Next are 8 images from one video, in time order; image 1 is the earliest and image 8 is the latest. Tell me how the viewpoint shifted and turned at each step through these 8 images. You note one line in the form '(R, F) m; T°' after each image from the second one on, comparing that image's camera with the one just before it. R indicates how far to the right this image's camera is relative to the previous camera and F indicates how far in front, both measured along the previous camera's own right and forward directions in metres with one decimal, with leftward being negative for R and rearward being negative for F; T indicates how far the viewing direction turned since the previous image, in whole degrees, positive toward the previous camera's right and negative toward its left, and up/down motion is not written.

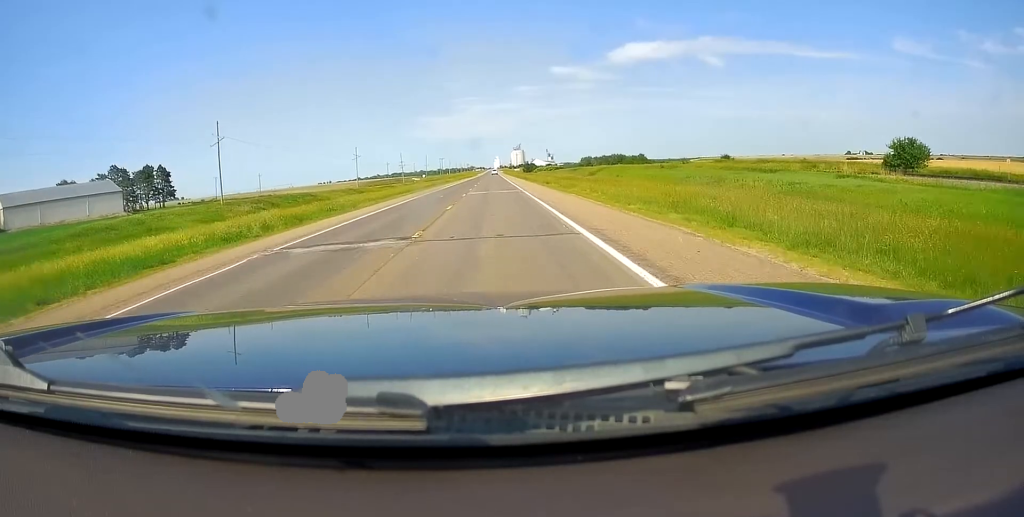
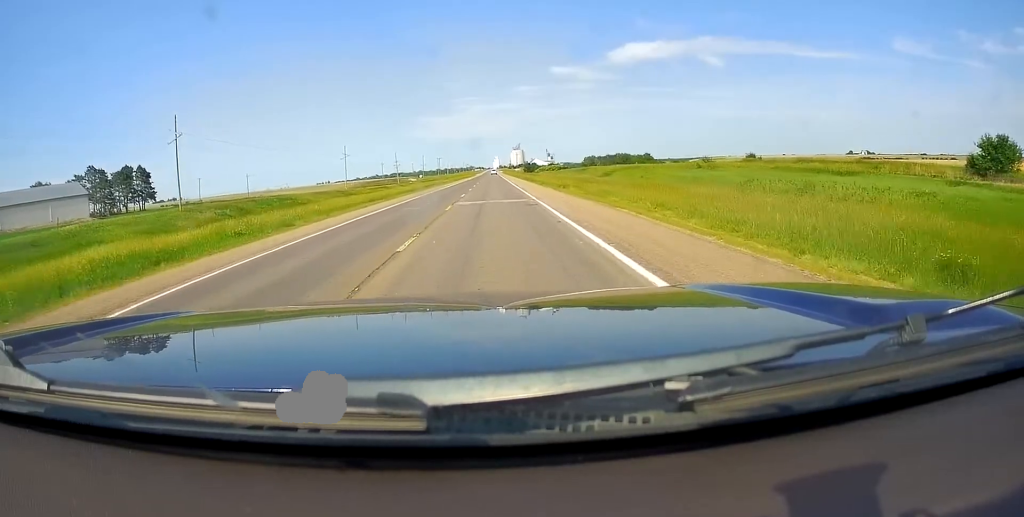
(+0.1, +12.7) m; 0°
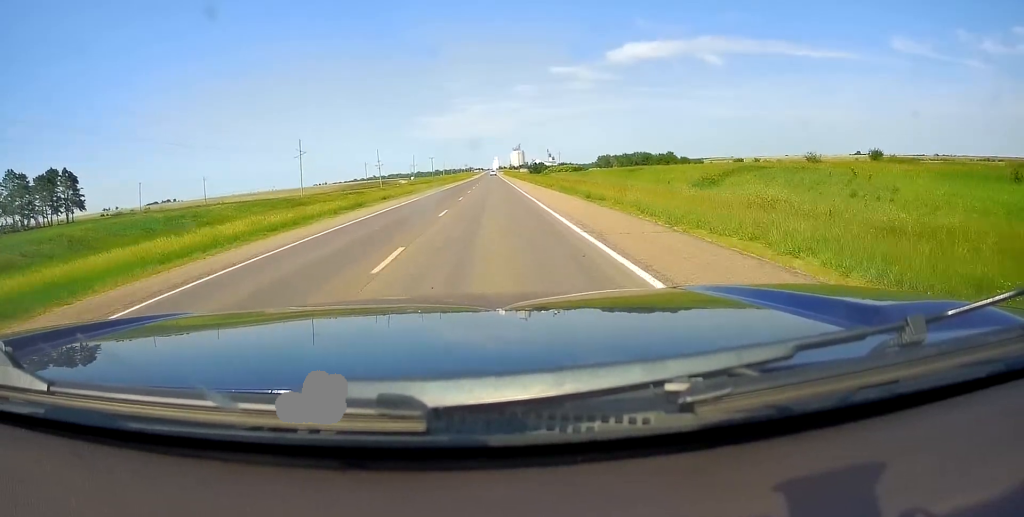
(+0.1, +38.7) m; 0°
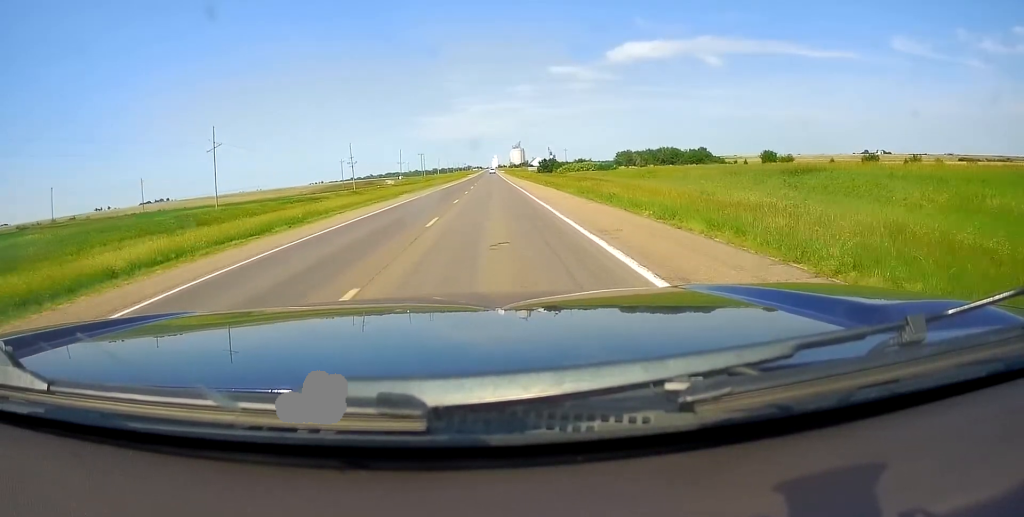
(-0.3, +40.7) m; 0°
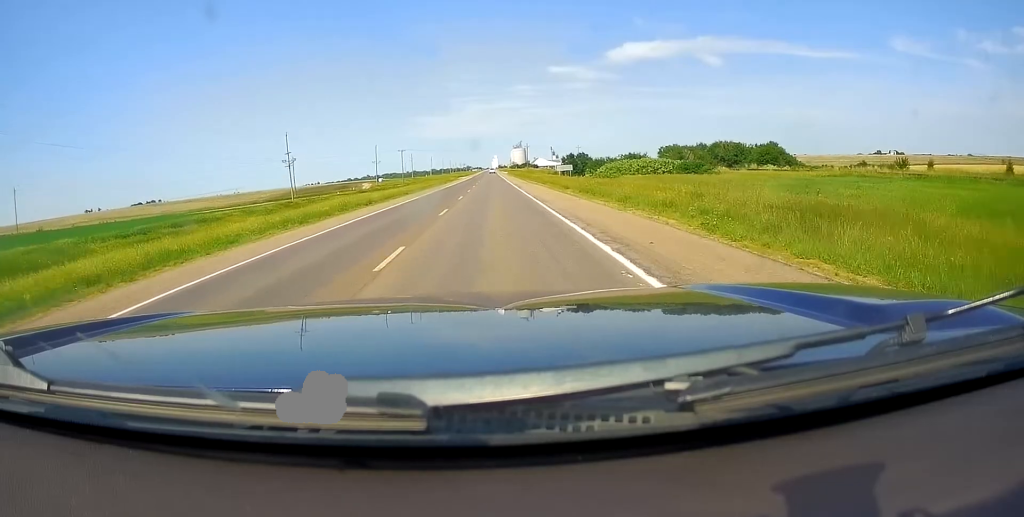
(+0.6, +55.7) m; +1°
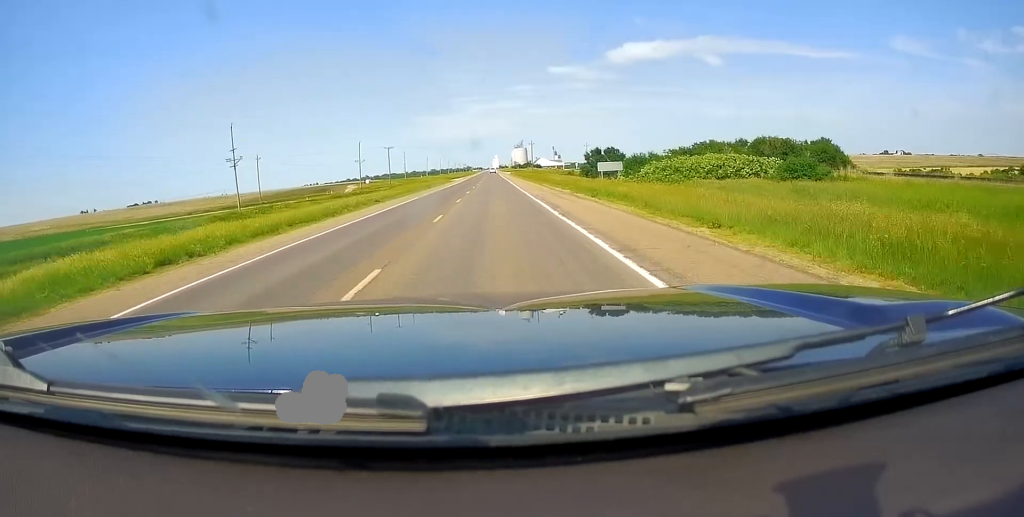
(-0.1, +27.2) m; 0°
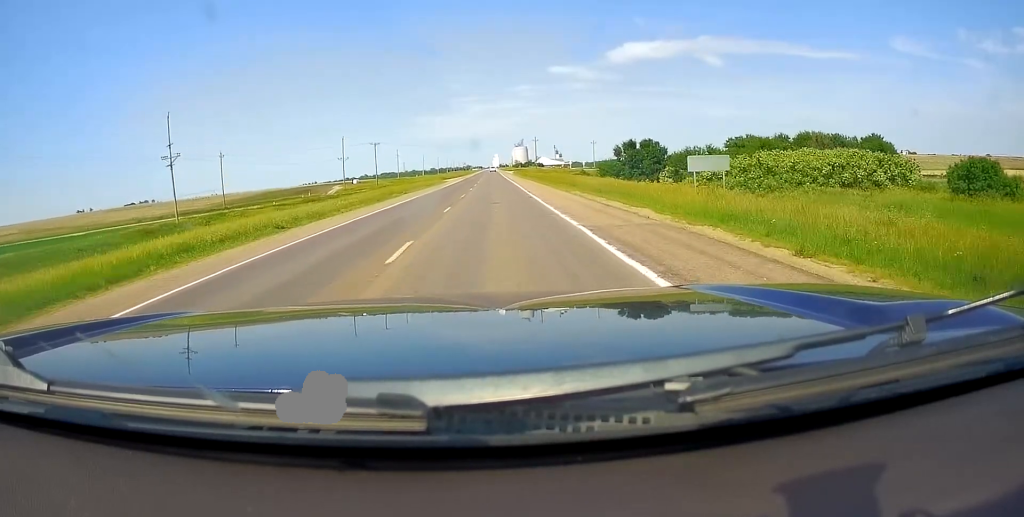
(-0.1, +20.5) m; 0°
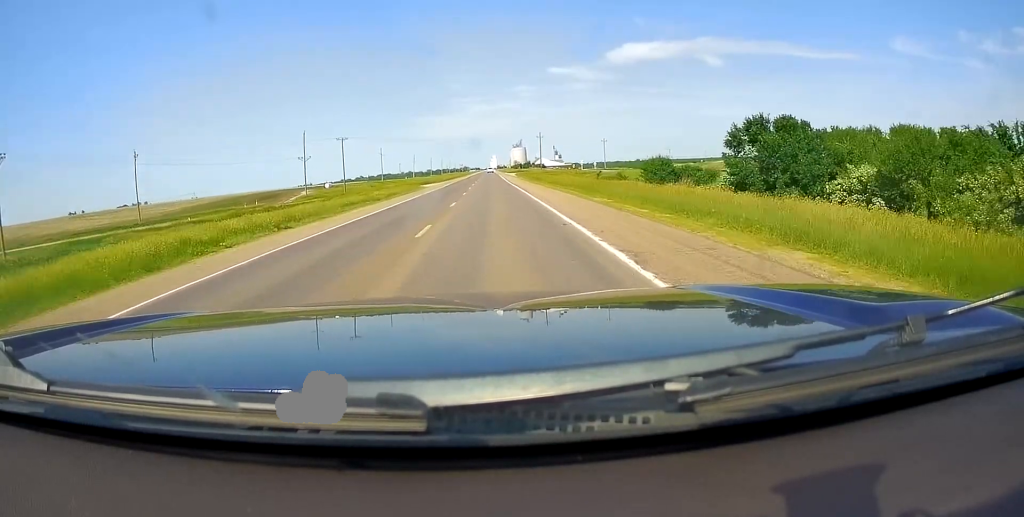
(+0.3, +32.4) m; 0°
